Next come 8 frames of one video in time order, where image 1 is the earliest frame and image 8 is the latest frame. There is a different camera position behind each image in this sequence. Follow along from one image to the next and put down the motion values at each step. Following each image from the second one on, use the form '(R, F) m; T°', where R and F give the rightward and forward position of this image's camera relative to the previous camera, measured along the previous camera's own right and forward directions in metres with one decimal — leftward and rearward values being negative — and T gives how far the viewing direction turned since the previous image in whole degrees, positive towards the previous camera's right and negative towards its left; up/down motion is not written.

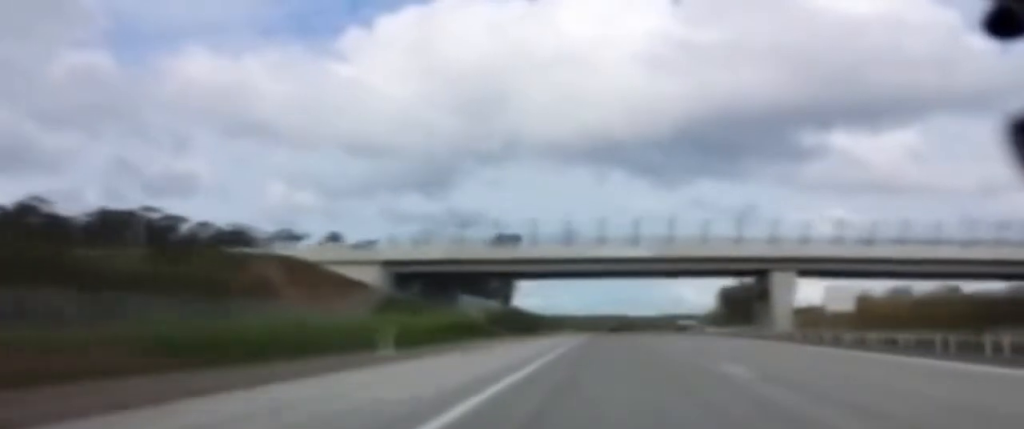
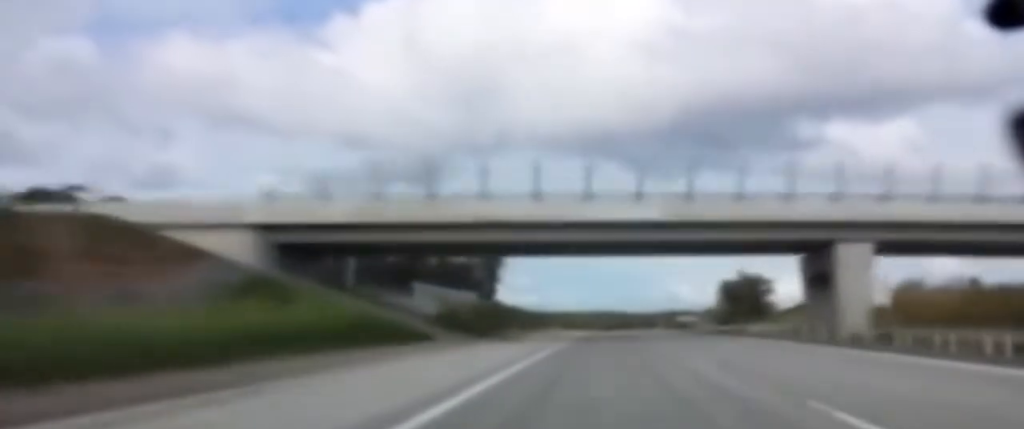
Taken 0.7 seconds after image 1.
(+0.1, +21.5) m; 0°
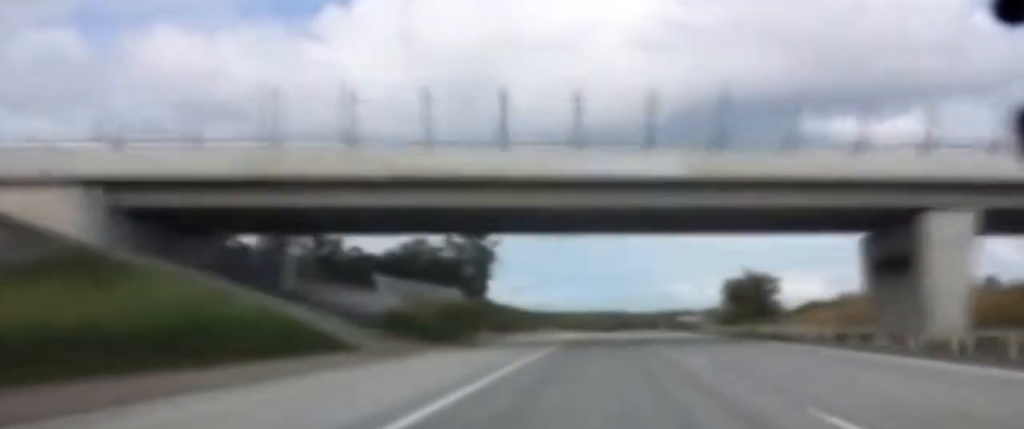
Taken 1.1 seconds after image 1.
(+0.1, +13.3) m; 0°
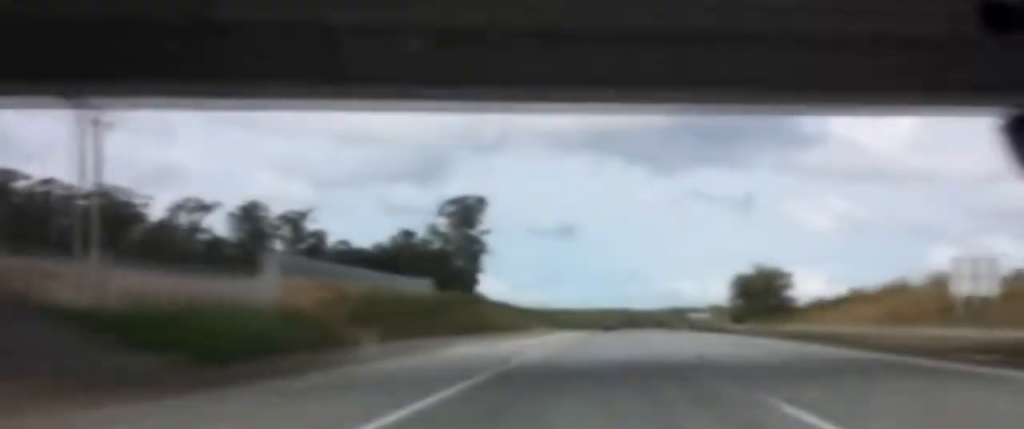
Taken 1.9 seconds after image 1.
(0.0, +24.5) m; 0°
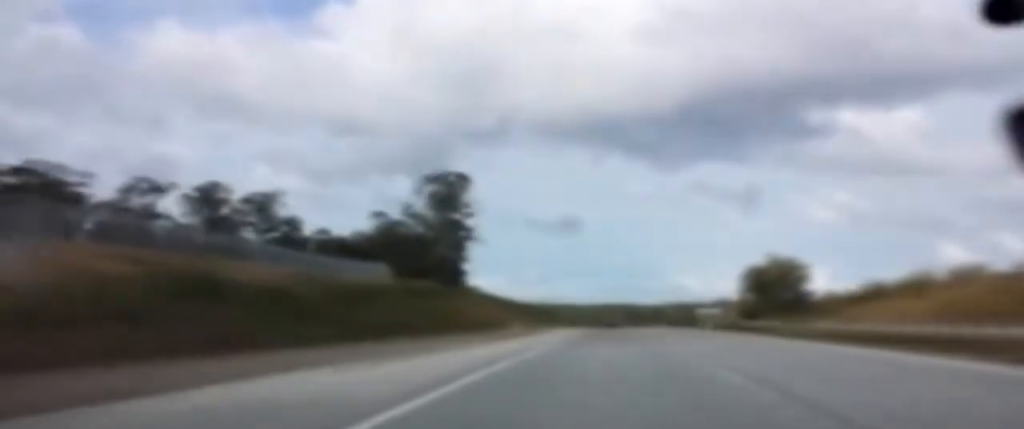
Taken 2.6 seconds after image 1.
(0.0, +20.3) m; 0°
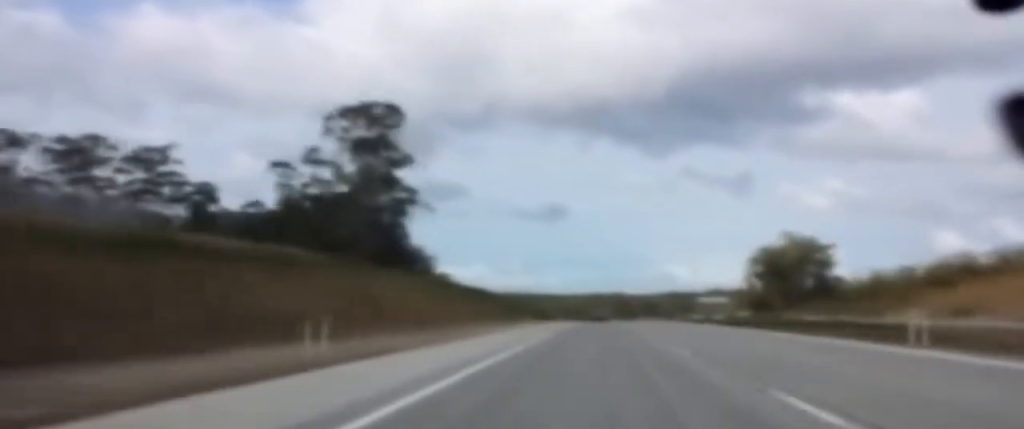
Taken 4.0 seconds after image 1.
(-0.6, +42.5) m; -1°
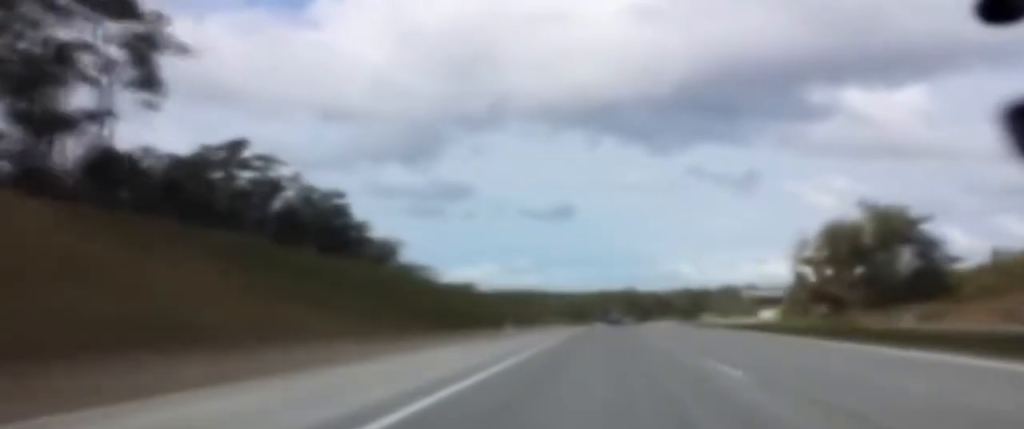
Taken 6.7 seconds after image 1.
(+0.7, +82.0) m; +1°
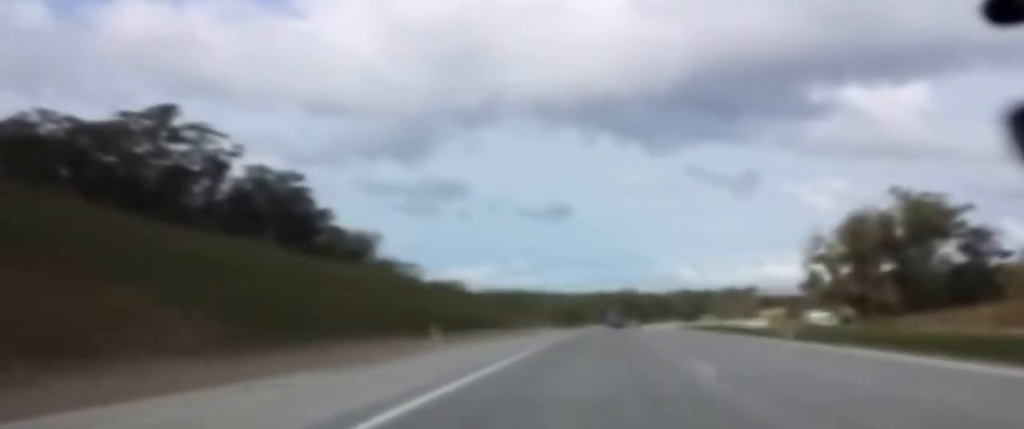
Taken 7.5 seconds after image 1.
(+0.2, +23.3) m; 0°
